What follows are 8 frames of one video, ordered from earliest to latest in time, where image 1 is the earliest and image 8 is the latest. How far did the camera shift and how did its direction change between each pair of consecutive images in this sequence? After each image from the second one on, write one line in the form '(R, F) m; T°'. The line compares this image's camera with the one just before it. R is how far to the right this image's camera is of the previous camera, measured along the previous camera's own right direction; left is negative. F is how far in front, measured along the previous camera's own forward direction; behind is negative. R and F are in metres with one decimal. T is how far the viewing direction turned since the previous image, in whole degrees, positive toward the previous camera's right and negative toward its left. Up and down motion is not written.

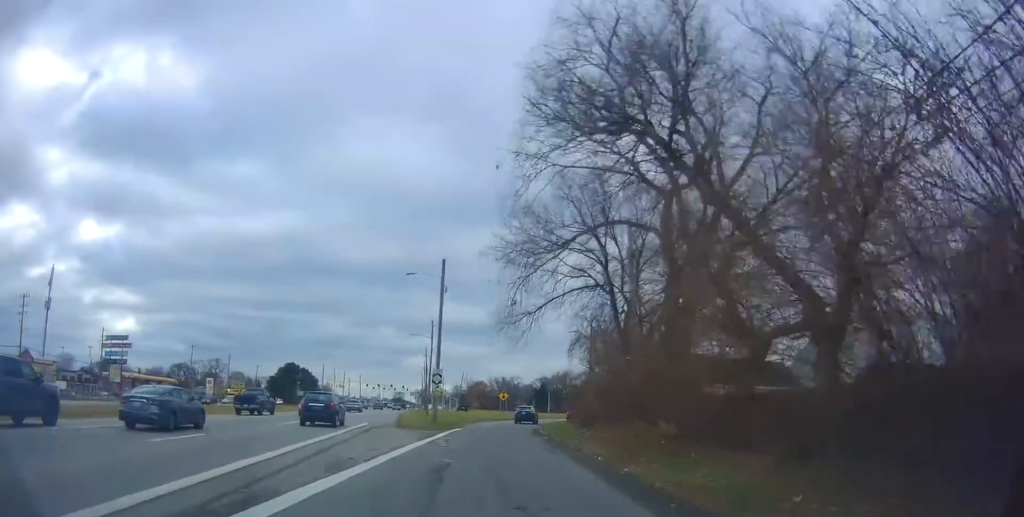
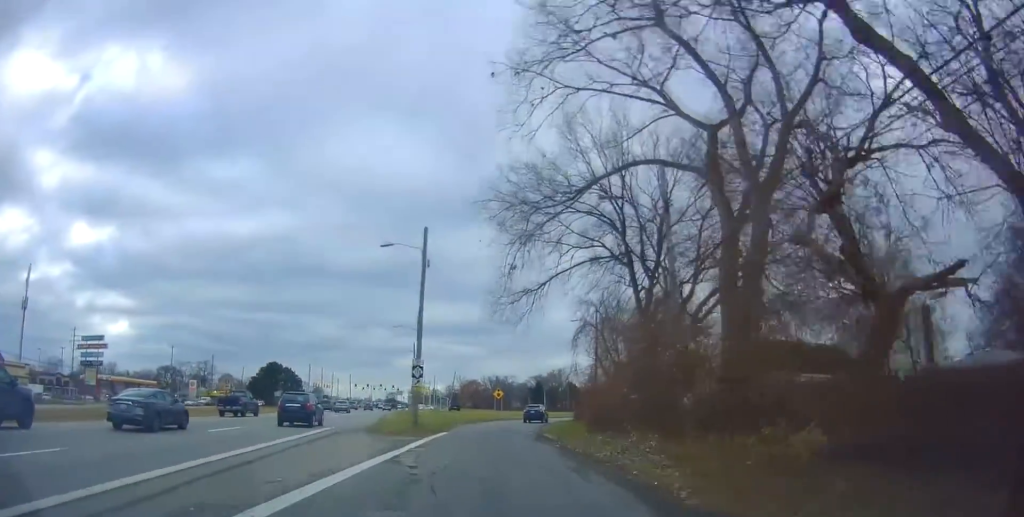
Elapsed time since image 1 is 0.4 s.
(-0.1, +7.1) m; +1°
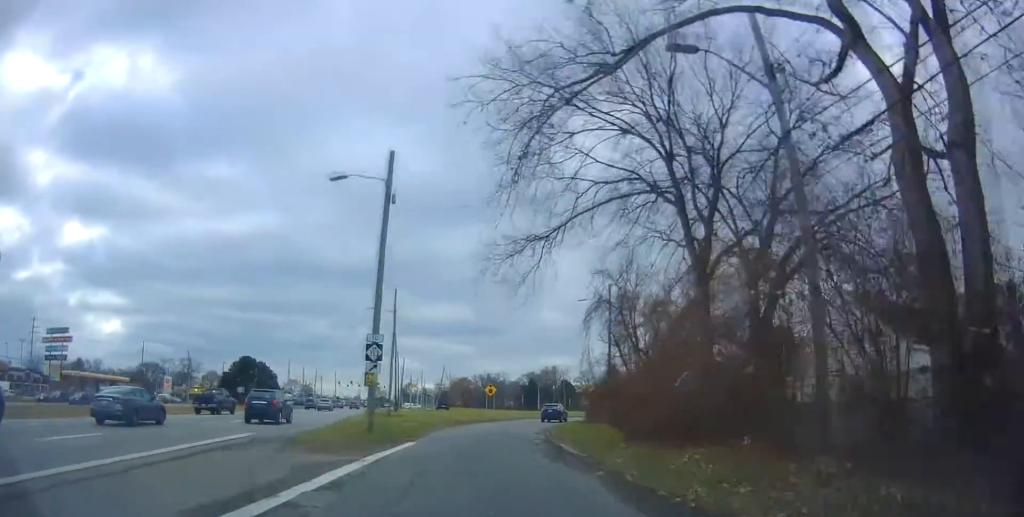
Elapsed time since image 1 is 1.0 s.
(-0.4, +9.8) m; +2°
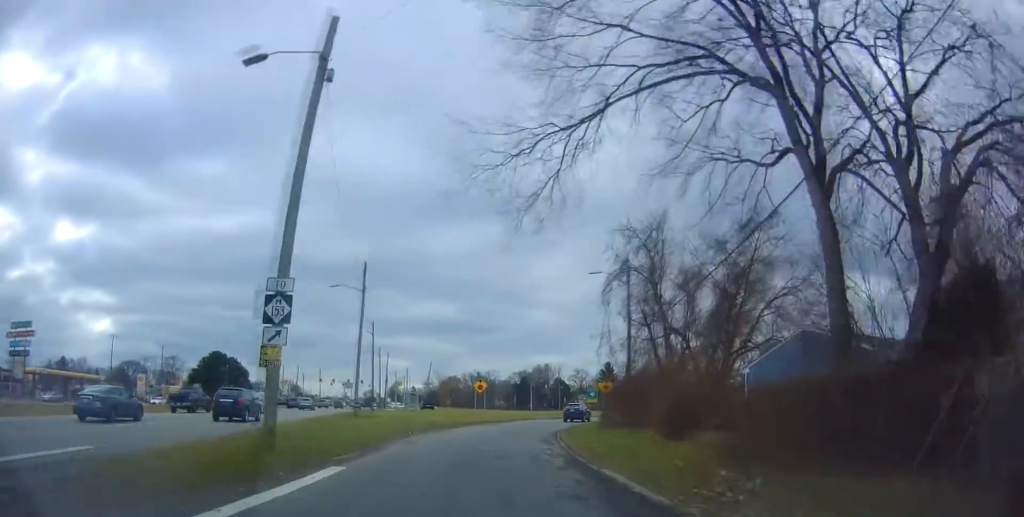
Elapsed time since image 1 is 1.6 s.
(+0.6, +9.2) m; +2°
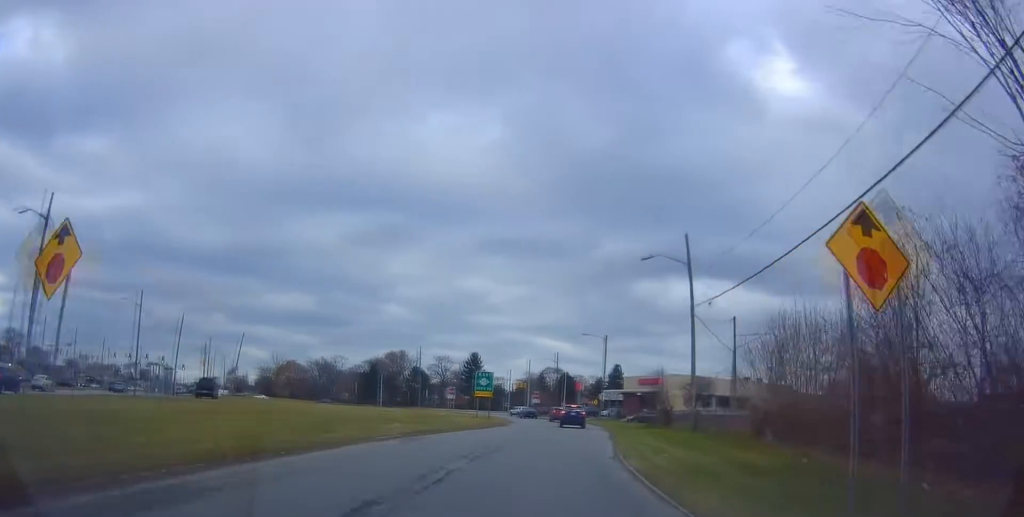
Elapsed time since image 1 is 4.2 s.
(+4.2, +39.7) m; +17°
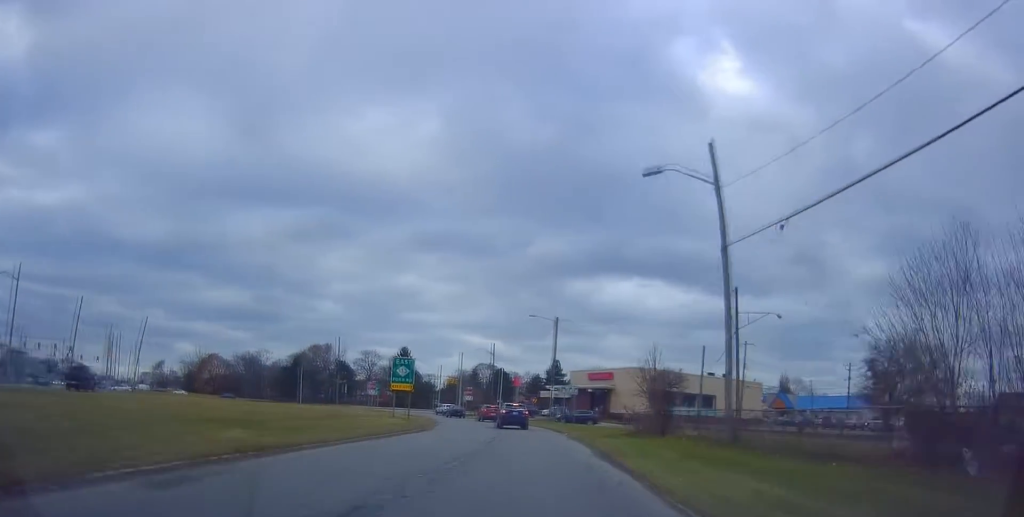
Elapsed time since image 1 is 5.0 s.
(+0.6, +11.2) m; +5°
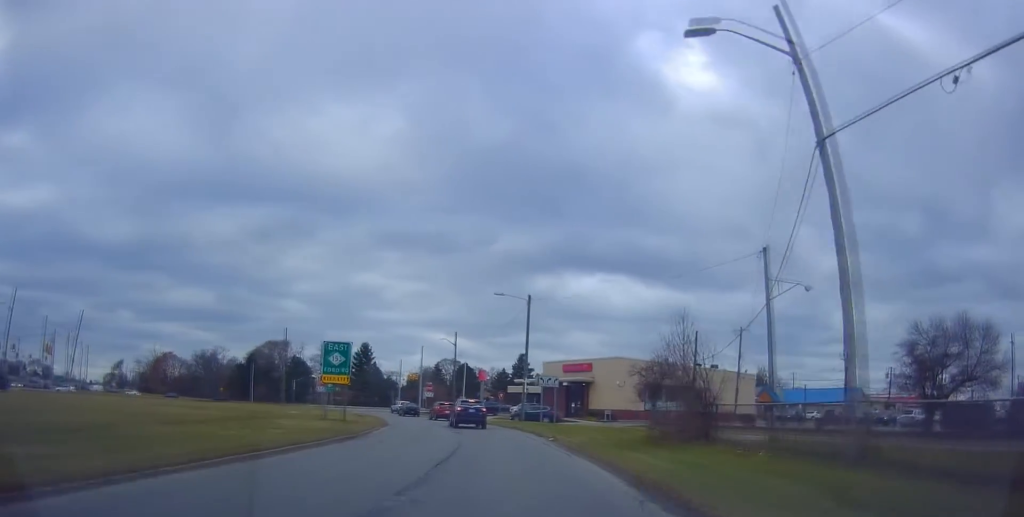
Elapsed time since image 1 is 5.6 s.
(+0.3, +7.4) m; +1°
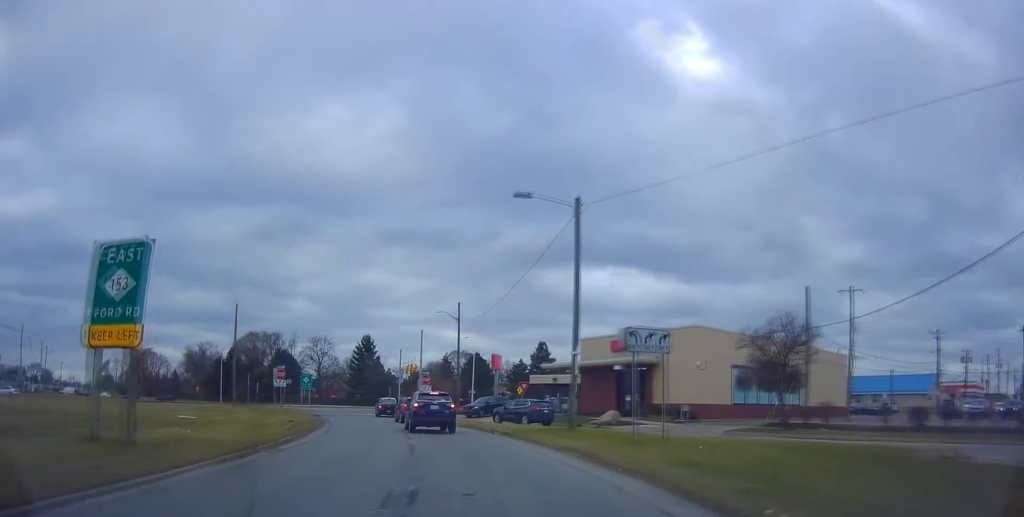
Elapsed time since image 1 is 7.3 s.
(-0.6, +17.5) m; -7°
